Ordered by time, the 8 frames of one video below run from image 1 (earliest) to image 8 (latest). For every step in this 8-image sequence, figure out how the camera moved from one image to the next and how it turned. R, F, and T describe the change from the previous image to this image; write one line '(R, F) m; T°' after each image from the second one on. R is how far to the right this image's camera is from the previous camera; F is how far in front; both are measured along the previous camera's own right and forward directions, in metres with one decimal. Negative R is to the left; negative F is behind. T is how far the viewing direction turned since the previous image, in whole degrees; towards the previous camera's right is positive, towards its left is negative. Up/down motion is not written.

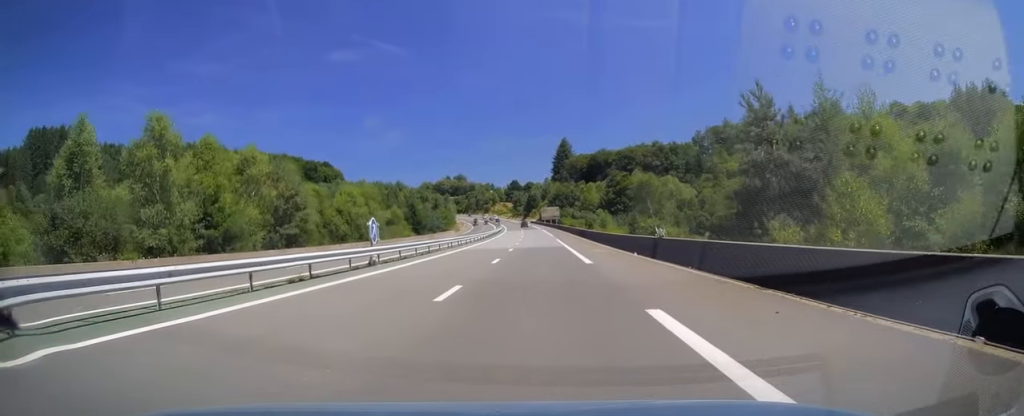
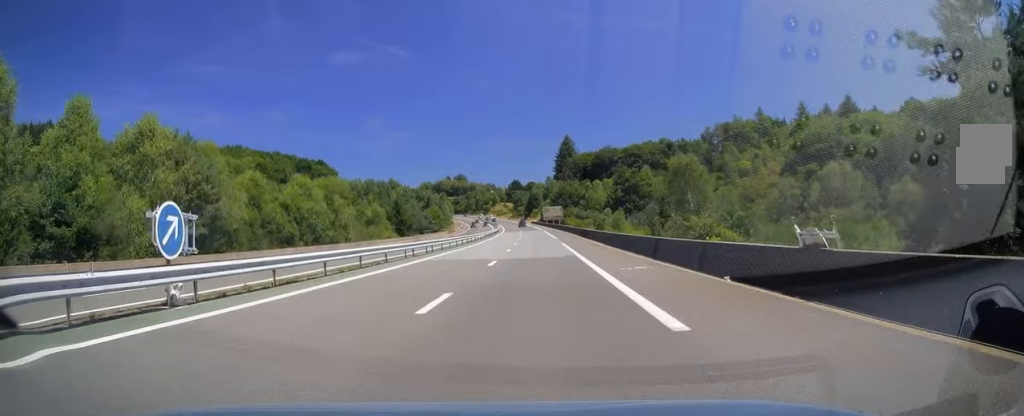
(-0.1, +14.8) m; 0°
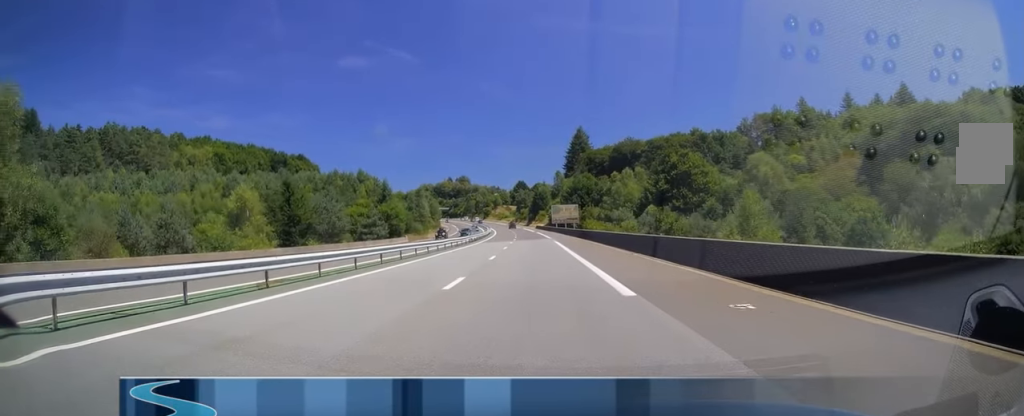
(0.0, +49.0) m; 0°
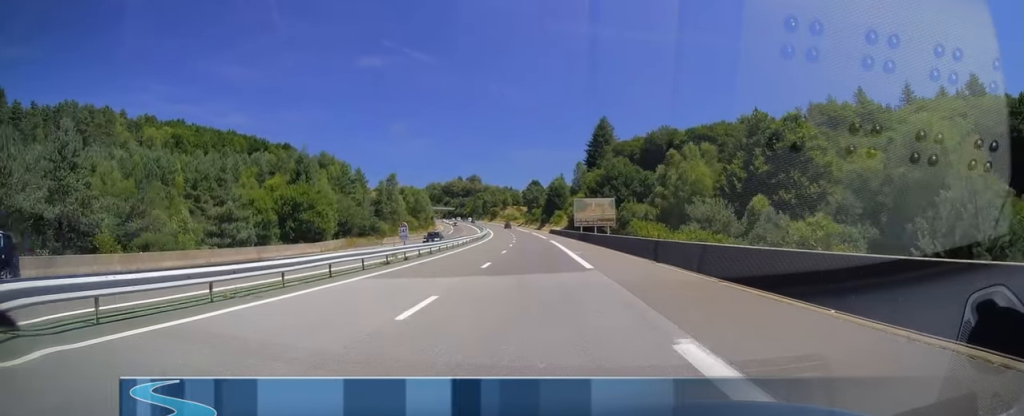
(0.0, +42.8) m; 0°
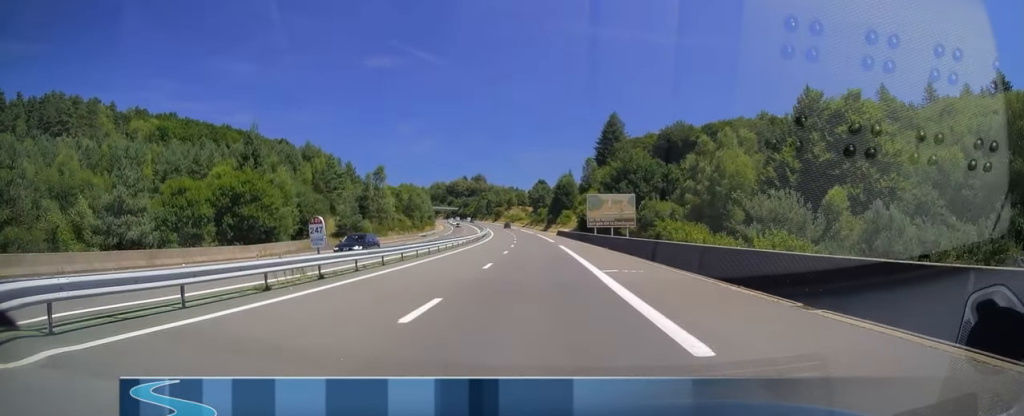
(0.0, +13.2) m; 0°
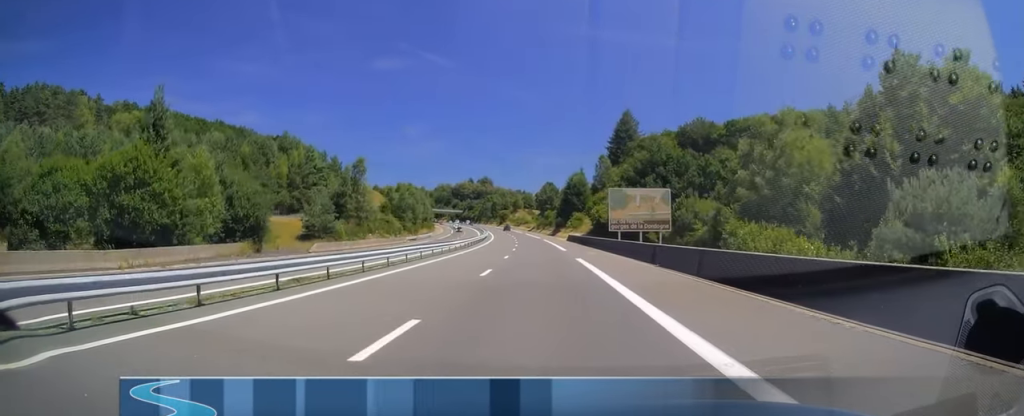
(0.0, +15.6) m; 0°
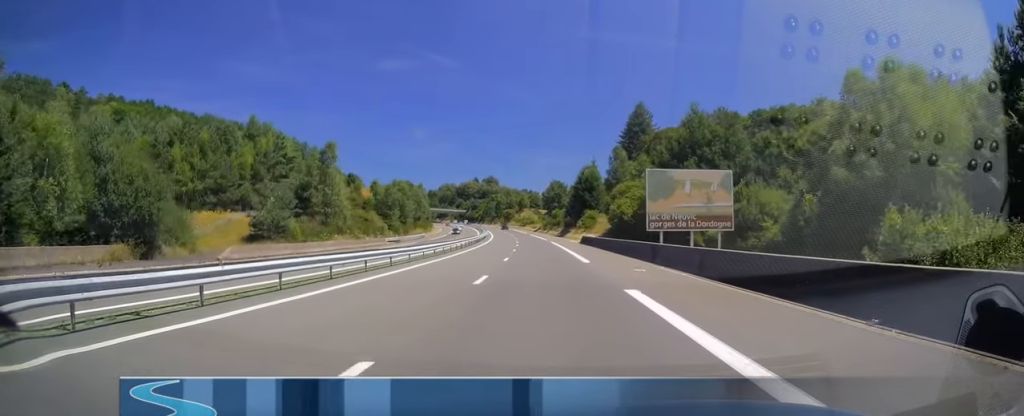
(+0.1, +16.0) m; -1°
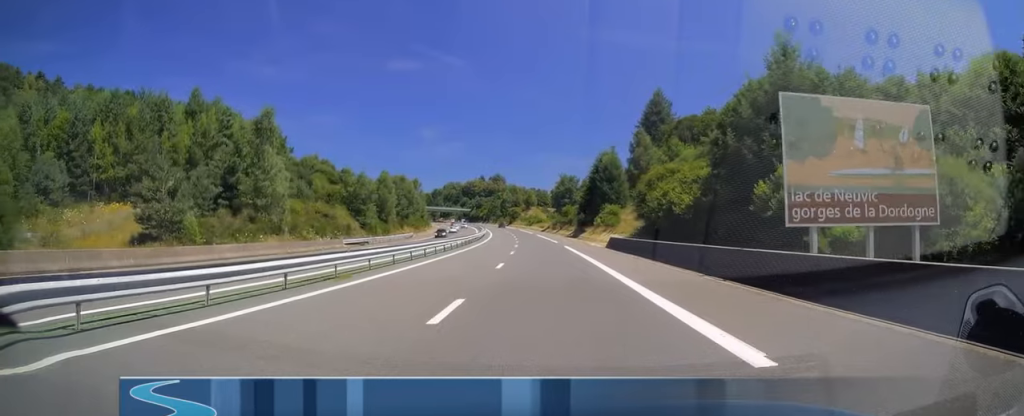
(-0.3, +19.9) m; -2°
